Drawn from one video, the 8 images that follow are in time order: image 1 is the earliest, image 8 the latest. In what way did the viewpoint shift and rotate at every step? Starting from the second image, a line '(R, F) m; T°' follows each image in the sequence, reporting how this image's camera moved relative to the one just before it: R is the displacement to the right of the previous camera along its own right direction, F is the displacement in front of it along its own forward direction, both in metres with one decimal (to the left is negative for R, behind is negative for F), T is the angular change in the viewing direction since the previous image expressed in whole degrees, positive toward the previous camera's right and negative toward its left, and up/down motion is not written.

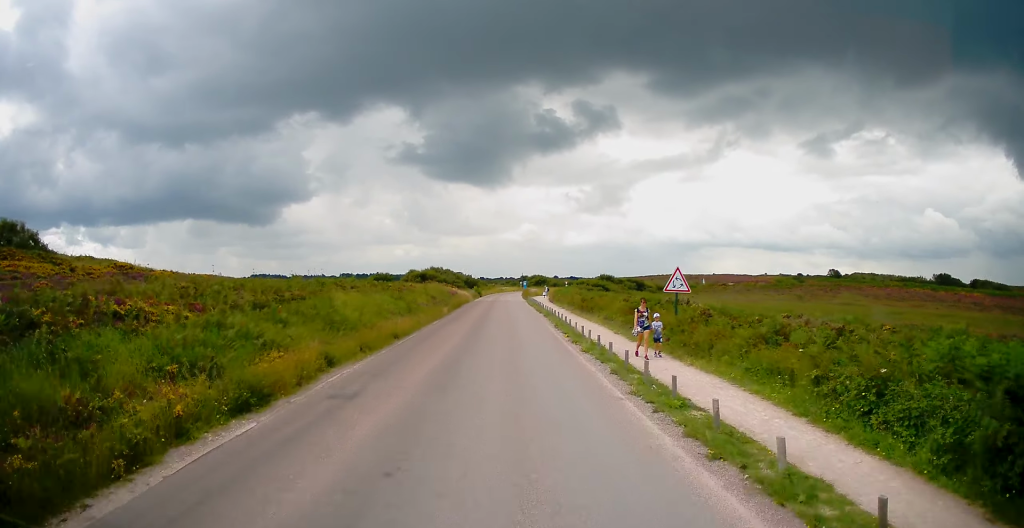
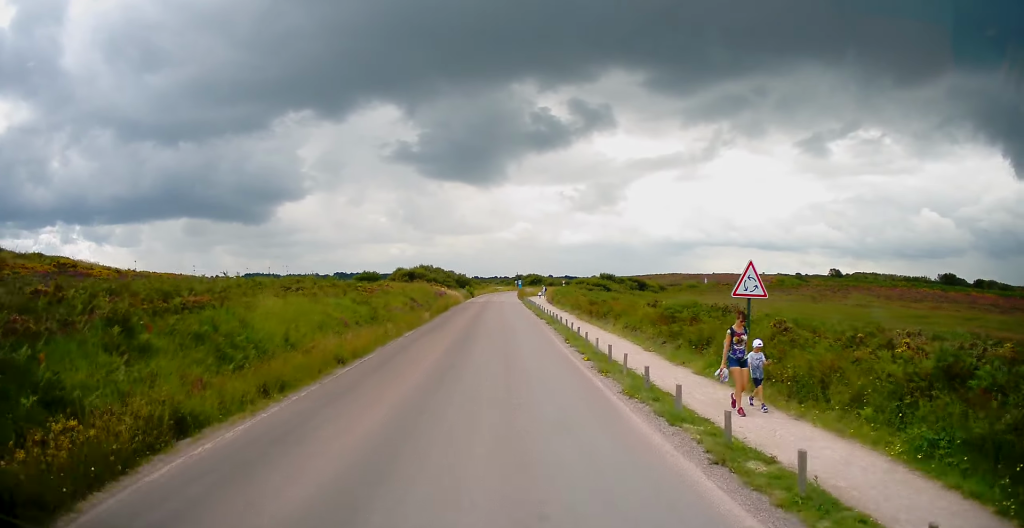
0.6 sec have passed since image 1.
(+0.2, +6.2) m; +1°
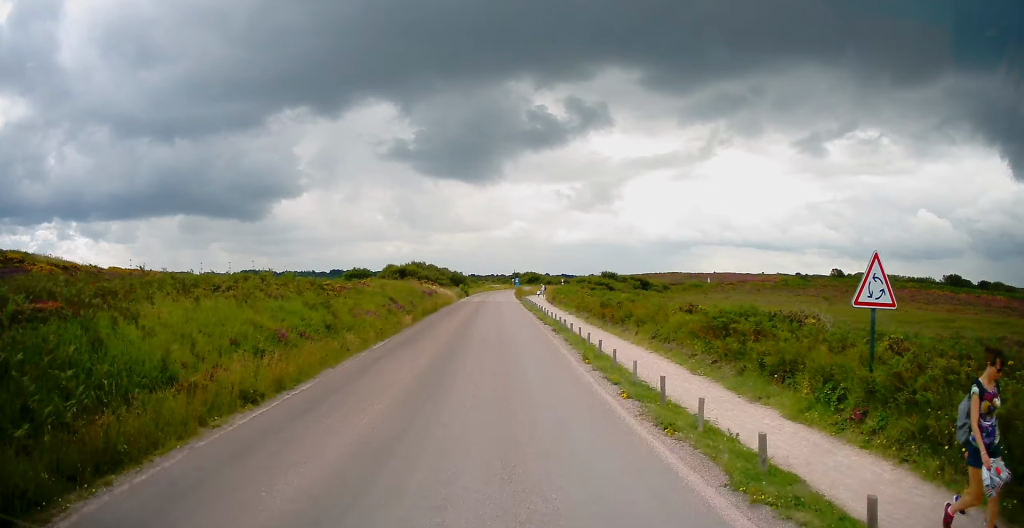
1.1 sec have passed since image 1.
(+0.1, +4.9) m; +1°
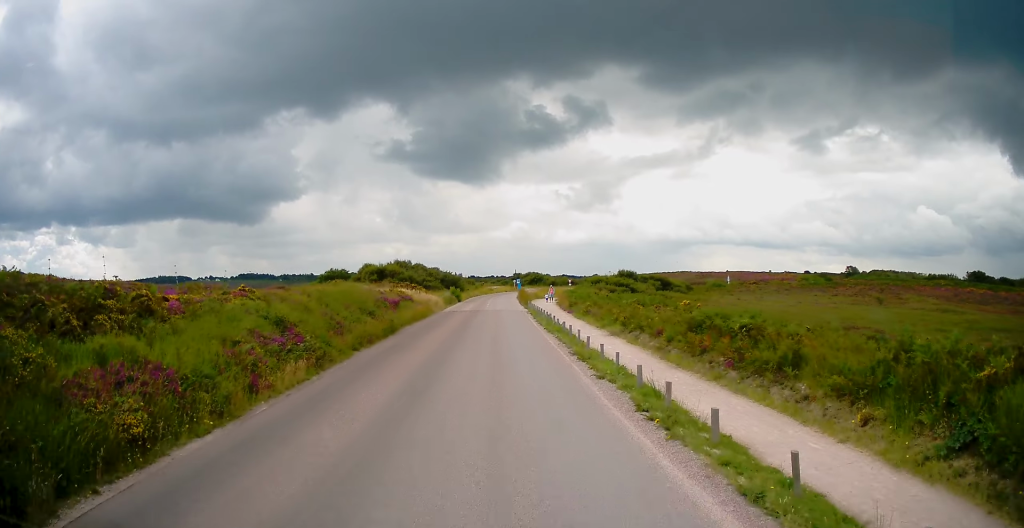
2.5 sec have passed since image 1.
(0.0, +13.7) m; 0°
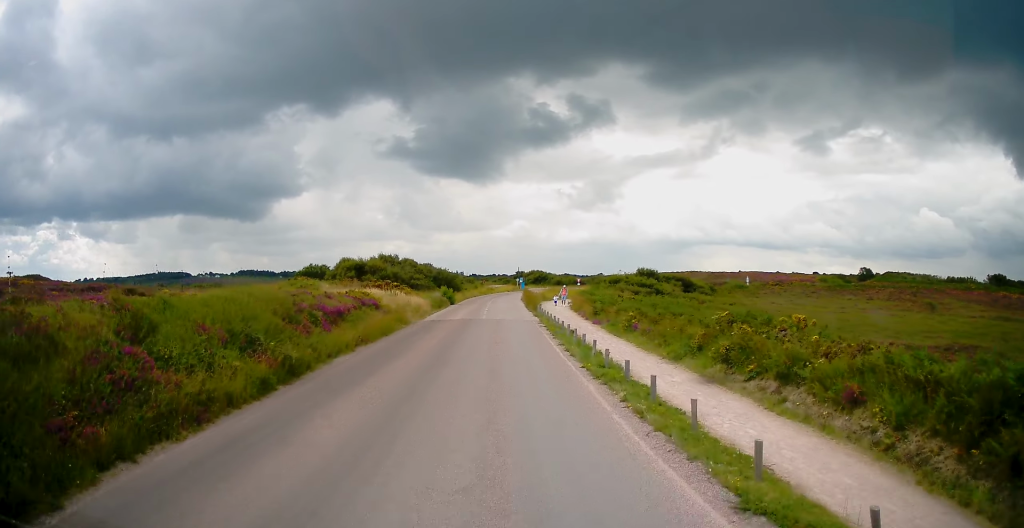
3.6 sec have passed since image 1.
(0.0, +10.7) m; 0°
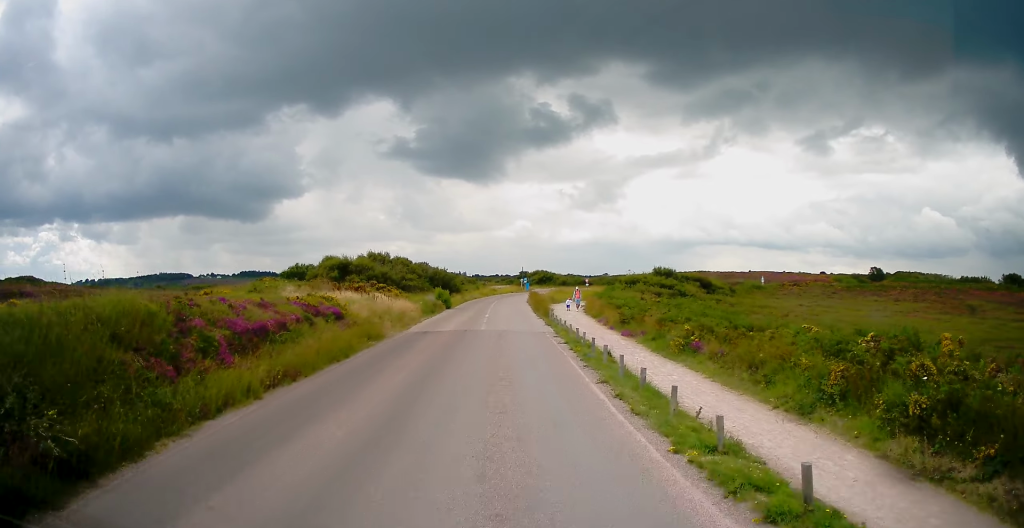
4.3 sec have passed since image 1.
(0.0, +6.7) m; 0°
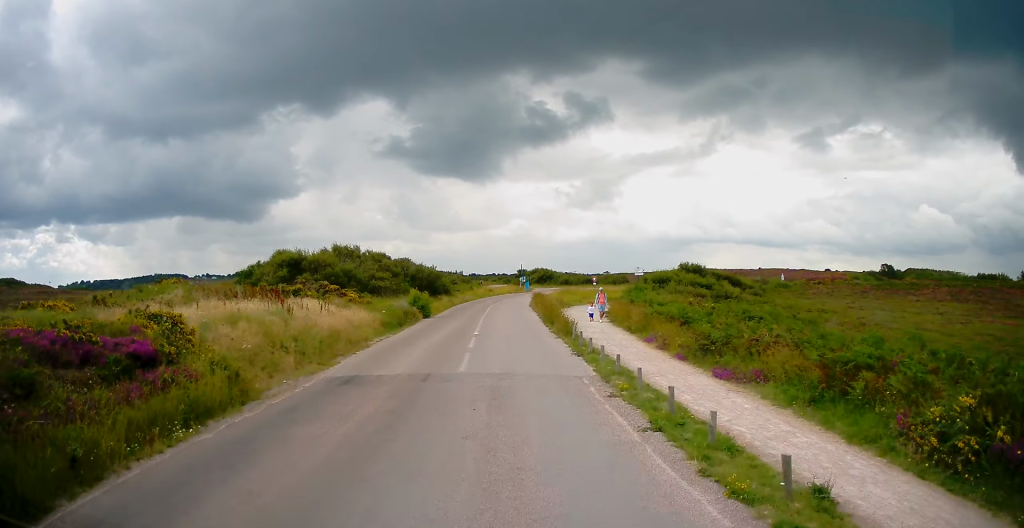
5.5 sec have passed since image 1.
(-0.1, +11.2) m; -1°
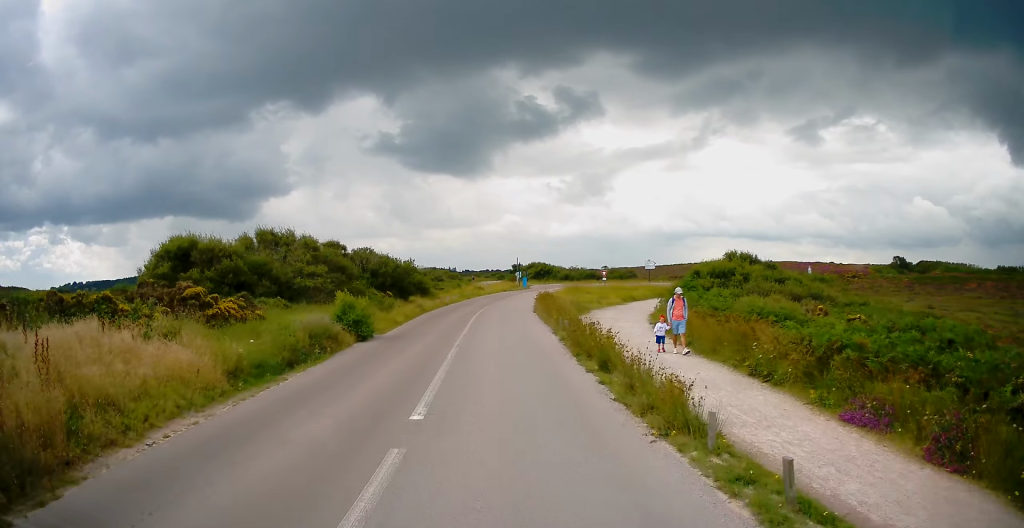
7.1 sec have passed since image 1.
(-0.2, +13.7) m; 0°
